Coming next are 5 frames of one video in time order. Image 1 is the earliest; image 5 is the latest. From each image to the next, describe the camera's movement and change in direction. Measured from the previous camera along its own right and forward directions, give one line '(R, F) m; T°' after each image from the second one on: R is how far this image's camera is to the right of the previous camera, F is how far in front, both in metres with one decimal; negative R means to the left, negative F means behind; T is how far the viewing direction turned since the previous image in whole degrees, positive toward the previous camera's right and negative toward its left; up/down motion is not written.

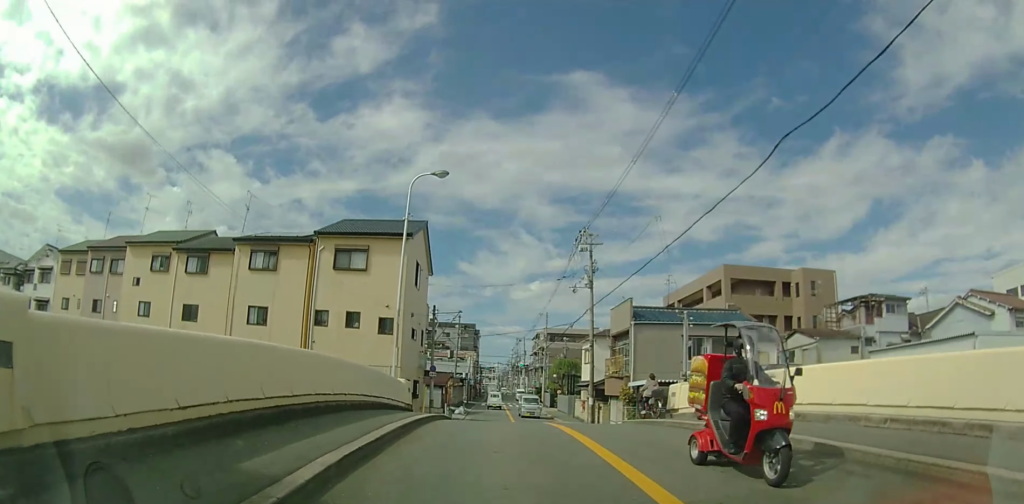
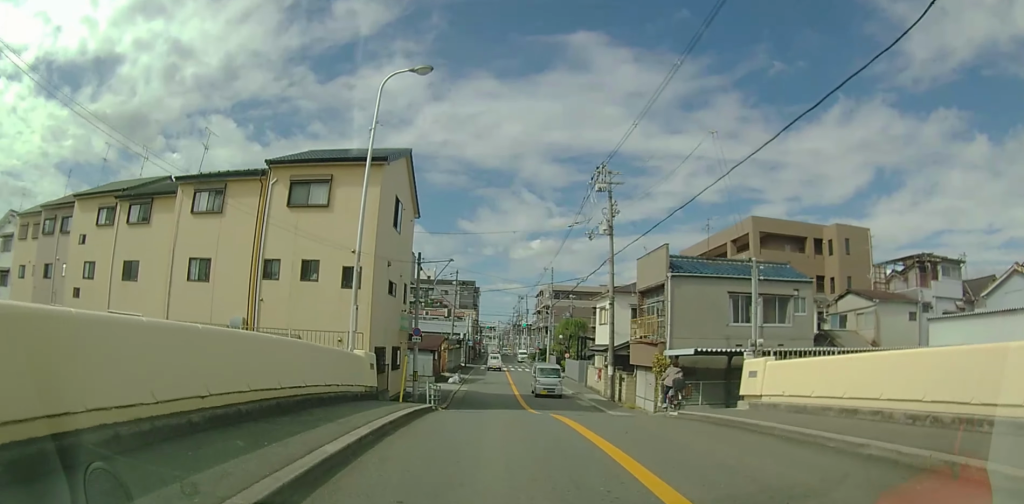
(+0.1, +5.9) m; +1°
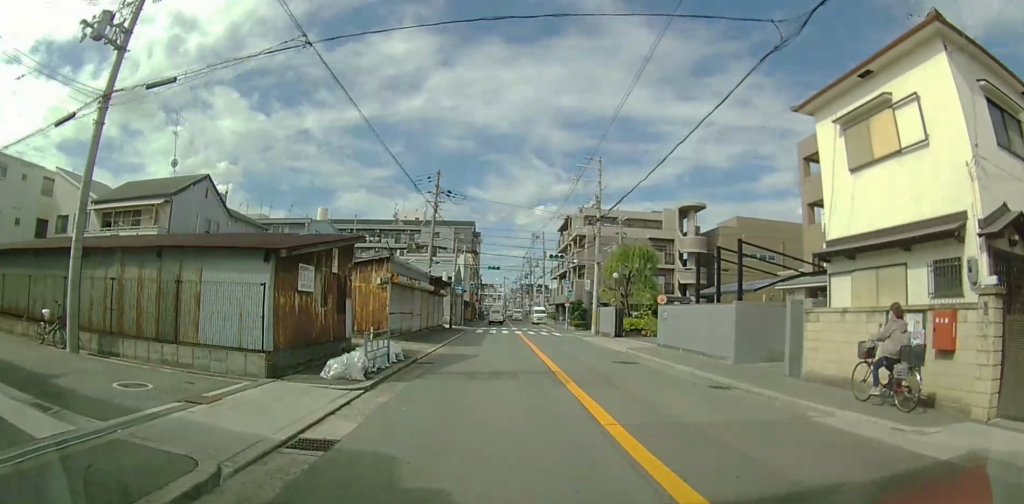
(0.0, +26.8) m; 0°
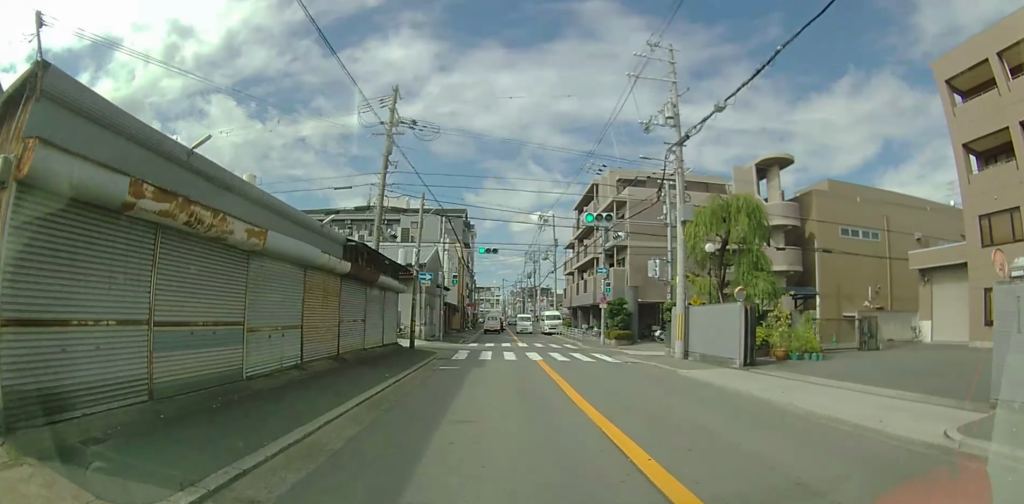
(0.0, +15.5) m; 0°
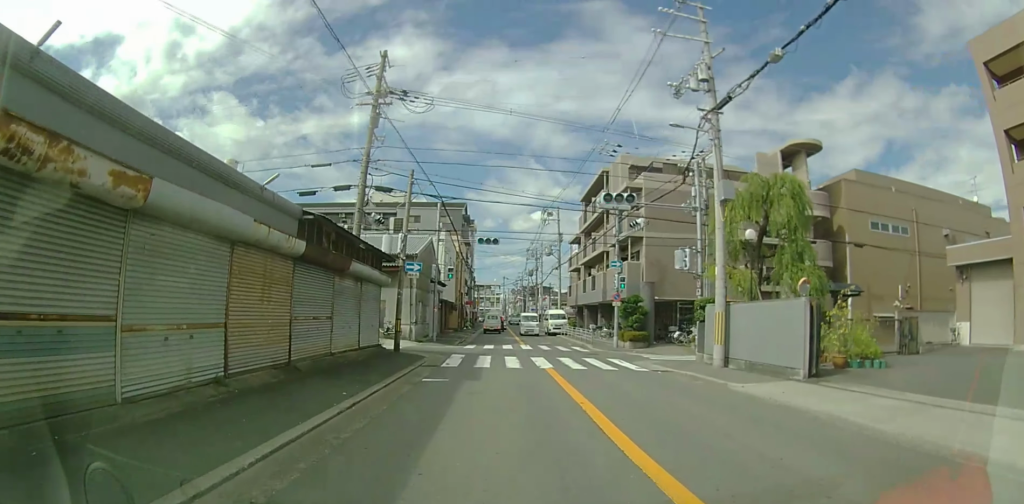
(0.0, +3.3) m; 0°
